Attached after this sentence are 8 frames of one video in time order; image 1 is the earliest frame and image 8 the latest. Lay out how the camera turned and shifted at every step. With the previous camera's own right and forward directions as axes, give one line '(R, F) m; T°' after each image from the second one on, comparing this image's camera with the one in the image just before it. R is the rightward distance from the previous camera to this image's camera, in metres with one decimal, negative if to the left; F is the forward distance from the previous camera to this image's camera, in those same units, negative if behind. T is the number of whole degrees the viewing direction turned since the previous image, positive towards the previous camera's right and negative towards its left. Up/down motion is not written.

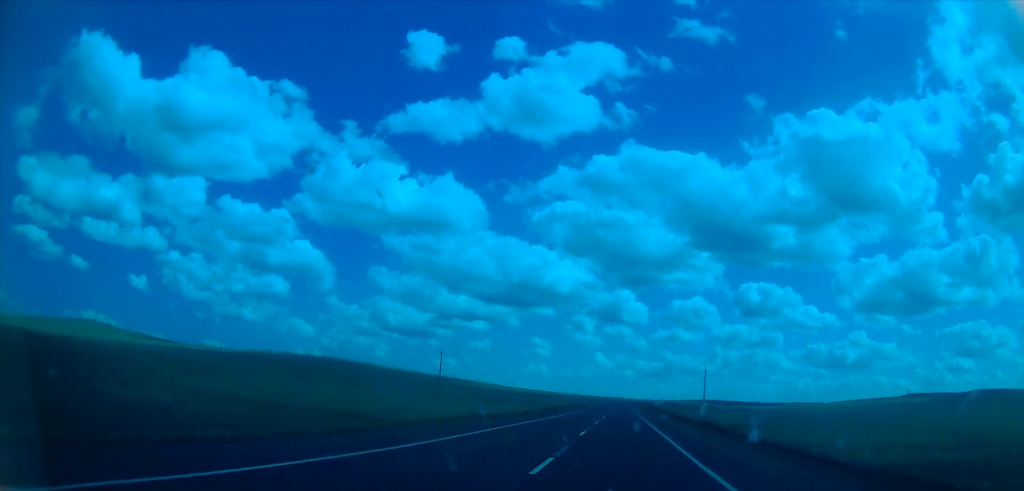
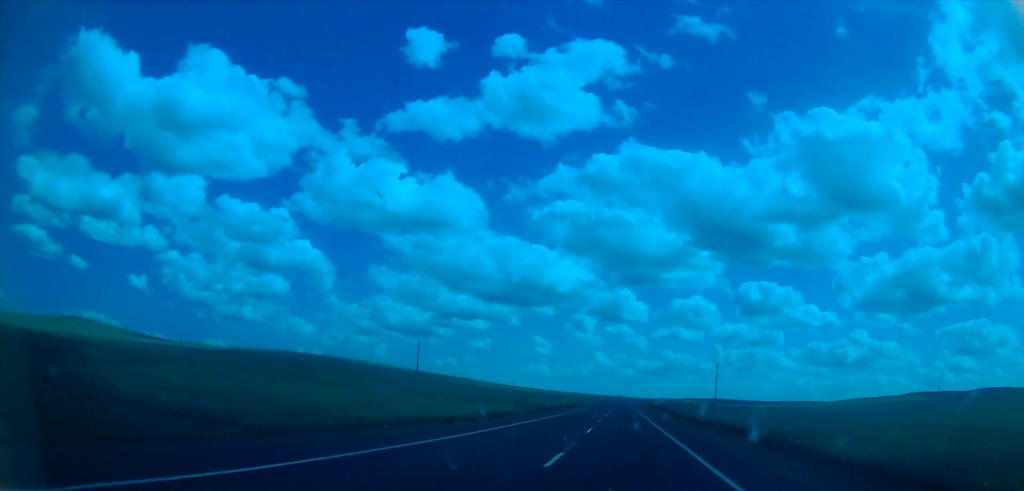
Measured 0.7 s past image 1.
(0.0, +22.9) m; 0°
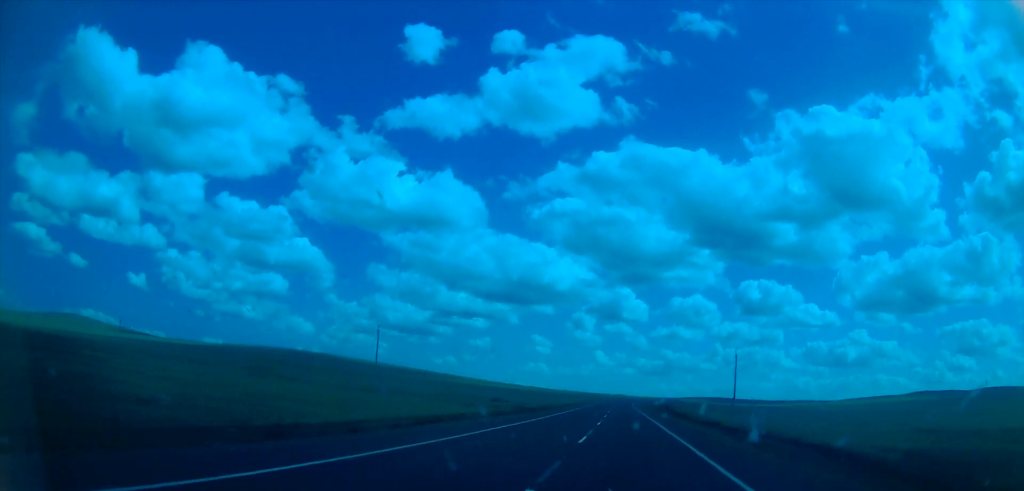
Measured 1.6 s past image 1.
(+0.1, +29.5) m; +1°
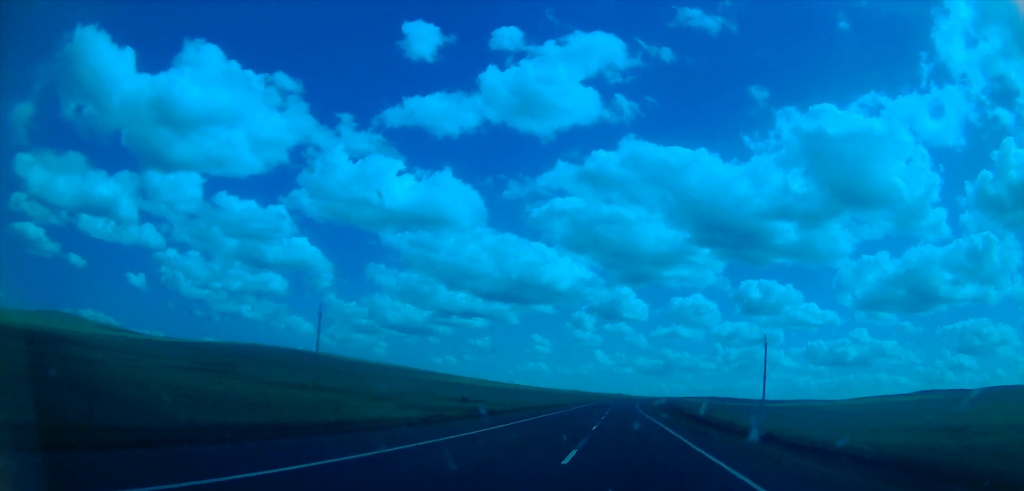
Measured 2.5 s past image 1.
(+0.5, +29.6) m; 0°
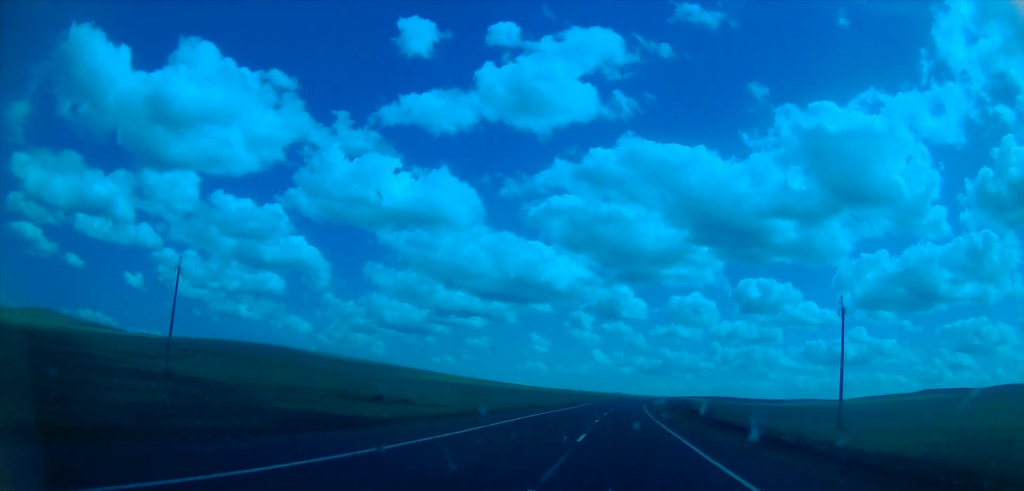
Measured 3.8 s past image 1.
(-1.0, +42.0) m; -1°
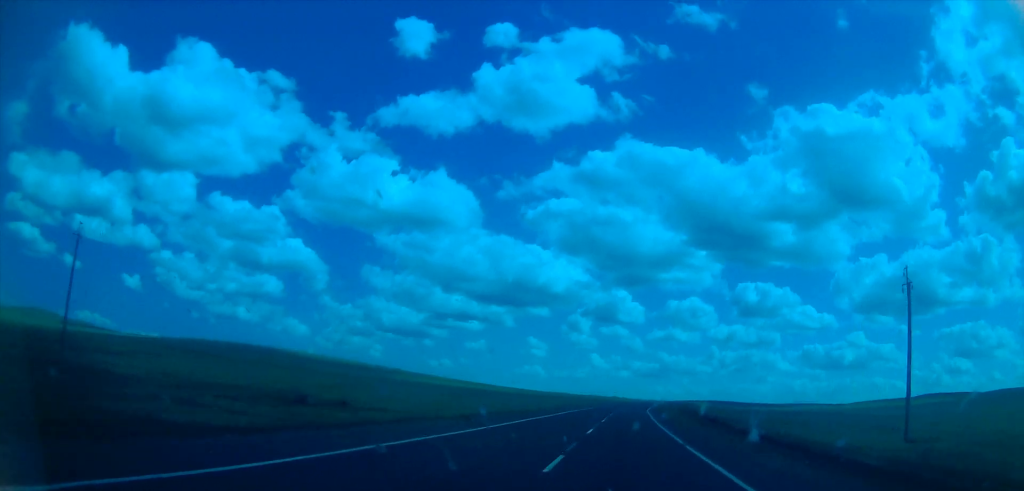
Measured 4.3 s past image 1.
(-0.3, +19.0) m; +1°
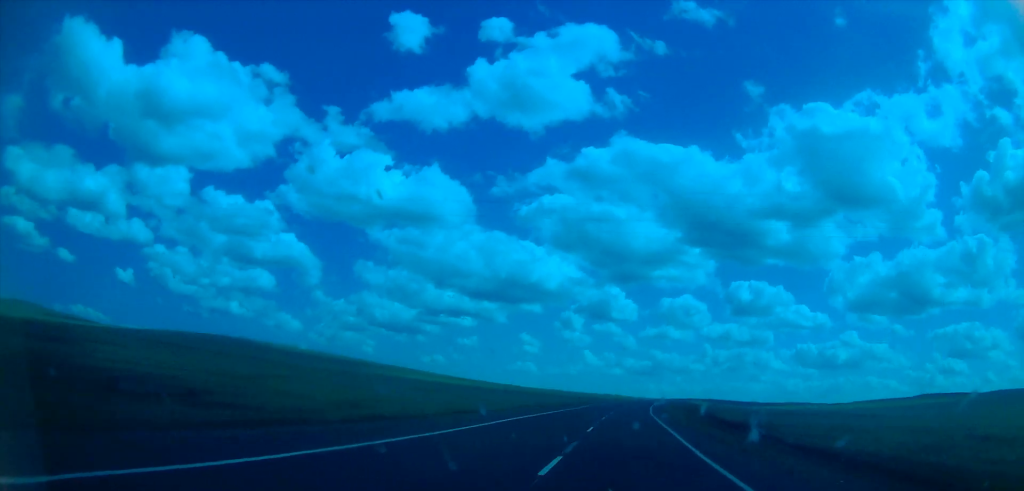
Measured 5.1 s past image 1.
(+0.6, +24.5) m; 0°
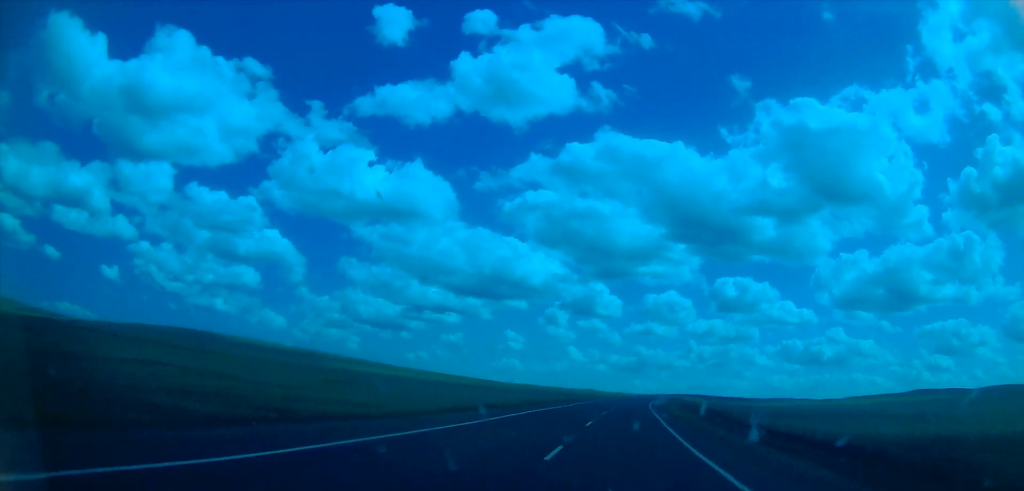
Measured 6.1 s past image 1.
(-0.2, +33.1) m; 0°
